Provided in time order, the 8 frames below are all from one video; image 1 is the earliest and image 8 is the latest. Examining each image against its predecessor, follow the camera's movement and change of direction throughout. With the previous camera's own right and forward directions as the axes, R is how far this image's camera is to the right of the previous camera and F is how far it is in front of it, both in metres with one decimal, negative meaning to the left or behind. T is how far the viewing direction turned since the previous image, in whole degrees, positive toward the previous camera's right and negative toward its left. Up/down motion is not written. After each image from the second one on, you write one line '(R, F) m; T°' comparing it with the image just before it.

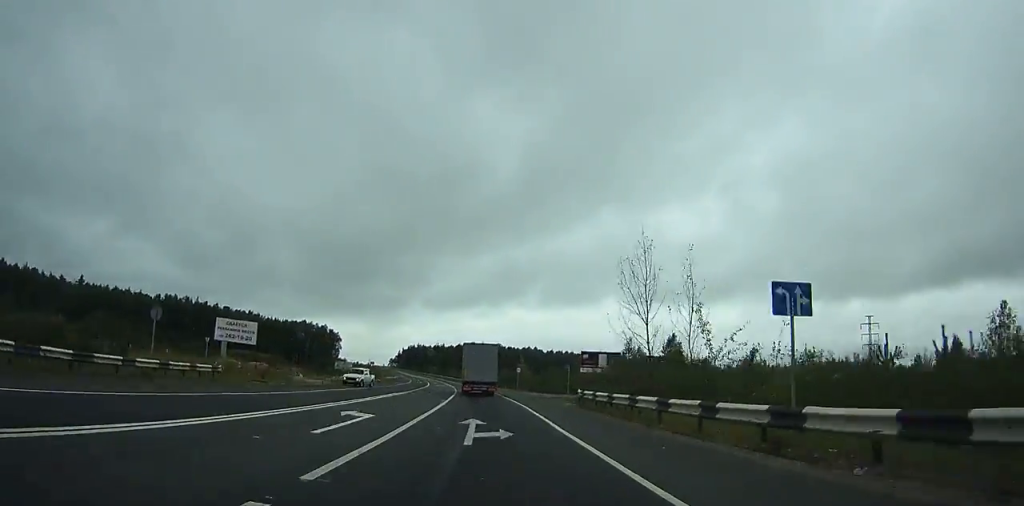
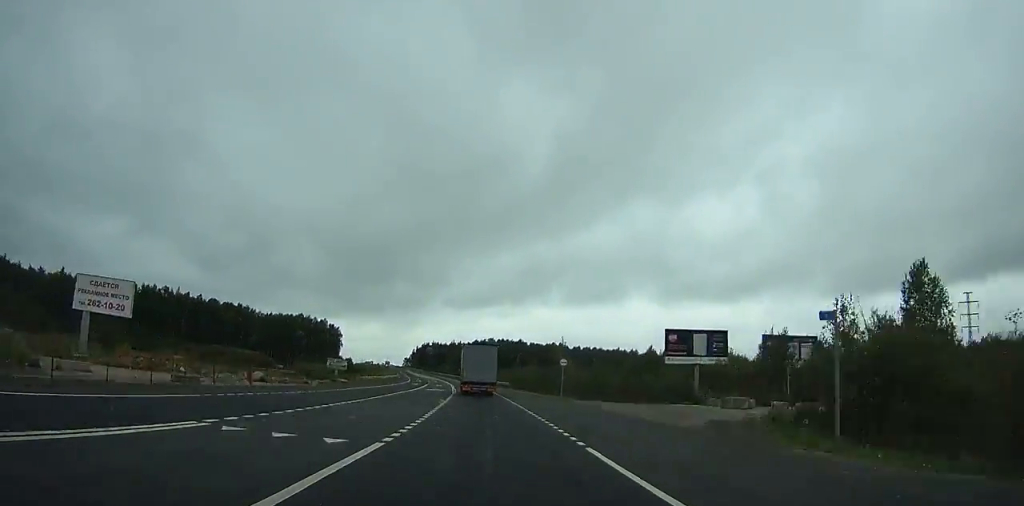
(-0.8, +34.9) m; -2°
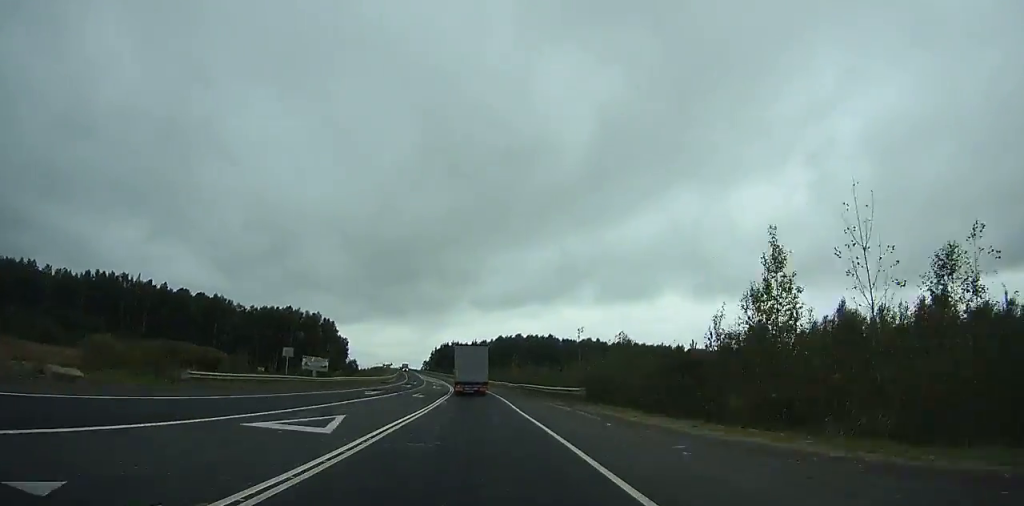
(-1.1, +45.4) m; -3°
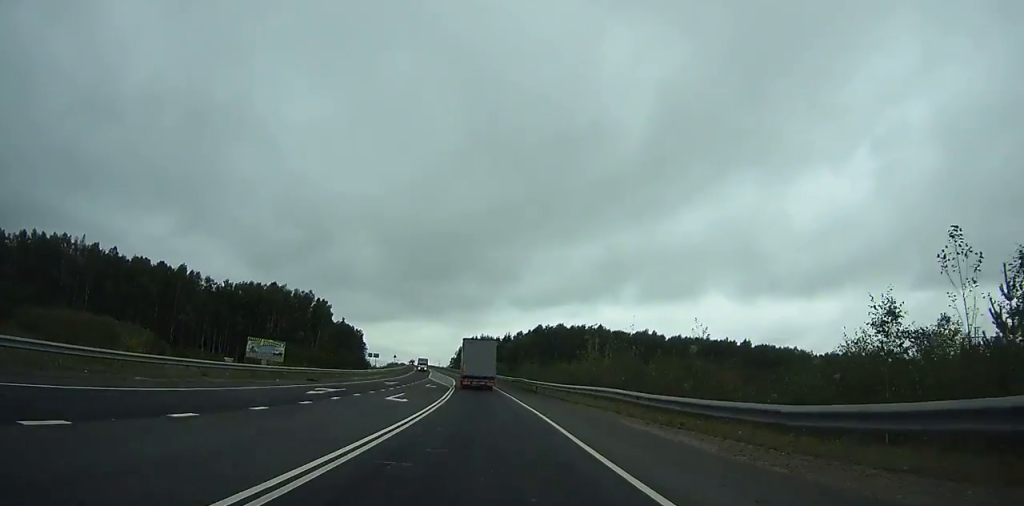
(-0.9, +47.0) m; +1°
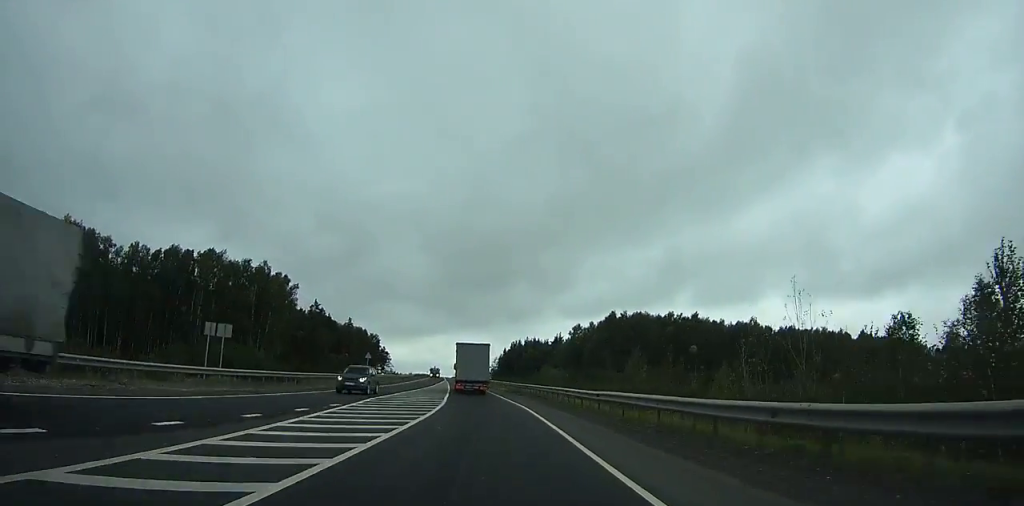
(-2.1, +63.7) m; -8°
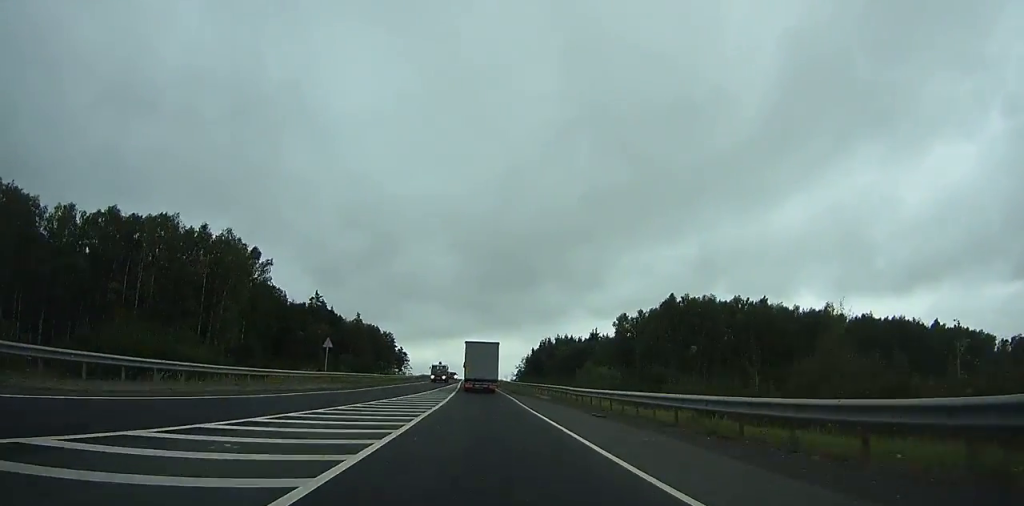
(-2.7, +27.6) m; -4°
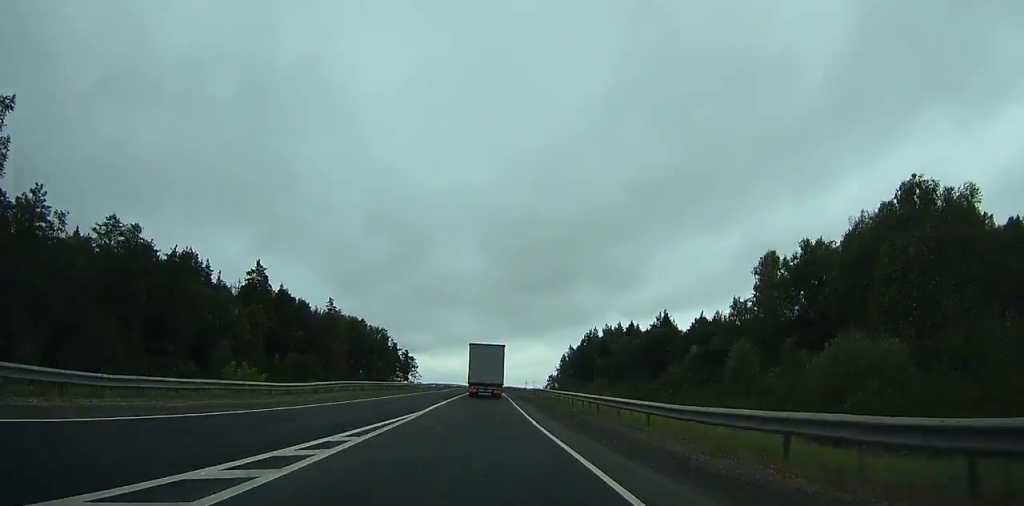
(+1.1, +61.6) m; 0°
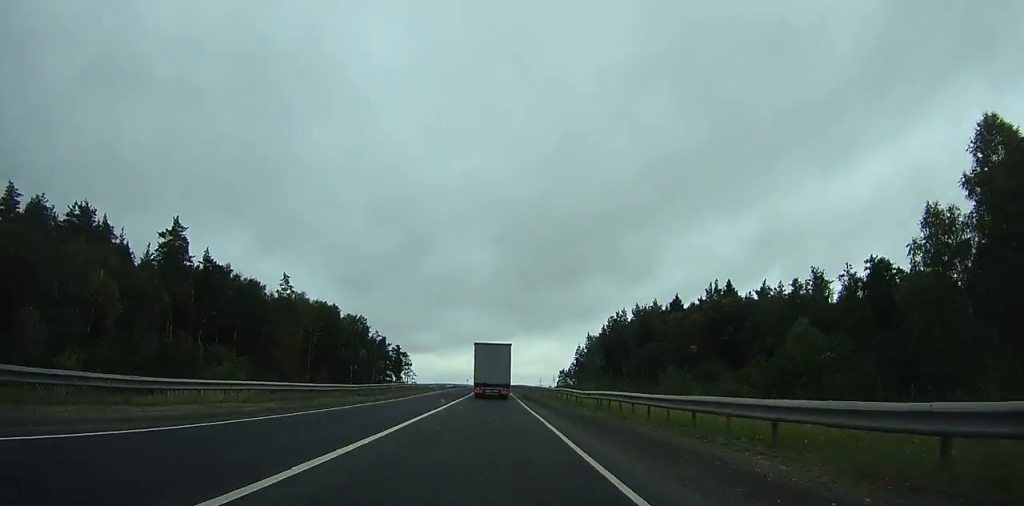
(-0.5, +35.4) m; -1°
